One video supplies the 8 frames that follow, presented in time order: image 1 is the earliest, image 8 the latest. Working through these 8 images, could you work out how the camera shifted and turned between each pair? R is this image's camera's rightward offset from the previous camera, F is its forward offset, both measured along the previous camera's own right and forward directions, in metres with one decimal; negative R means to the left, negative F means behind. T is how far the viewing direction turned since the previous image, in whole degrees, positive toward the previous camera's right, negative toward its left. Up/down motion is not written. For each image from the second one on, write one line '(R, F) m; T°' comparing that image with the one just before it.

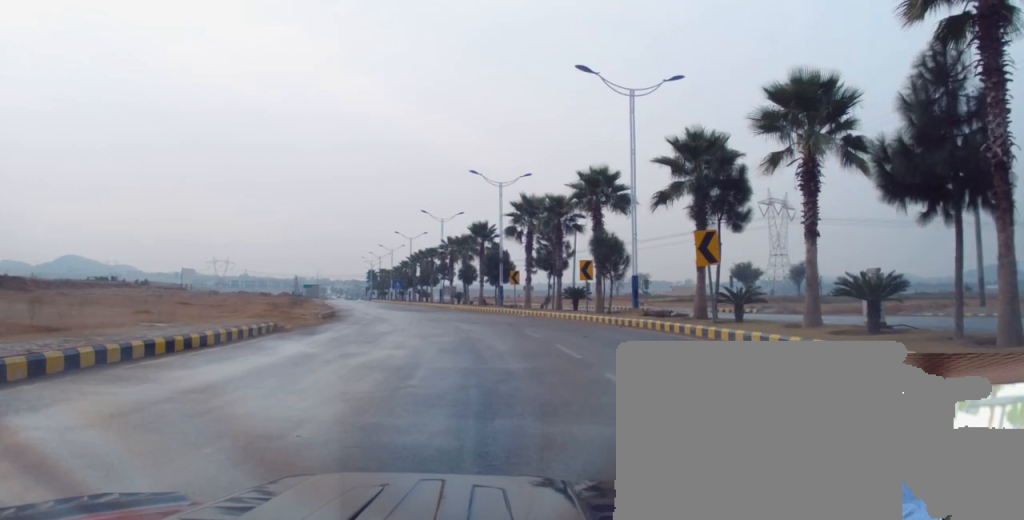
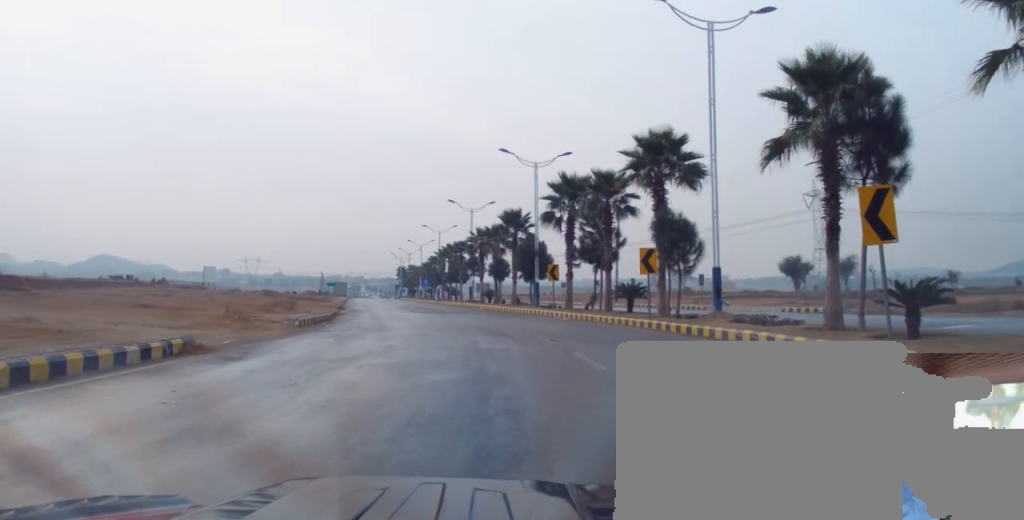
(0.0, +8.1) m; 0°
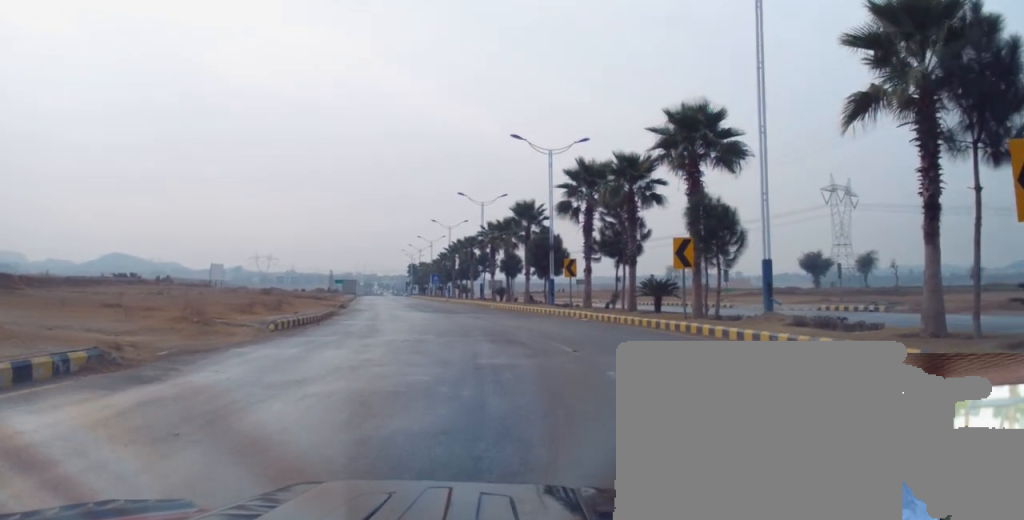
(0.0, +3.6) m; -2°
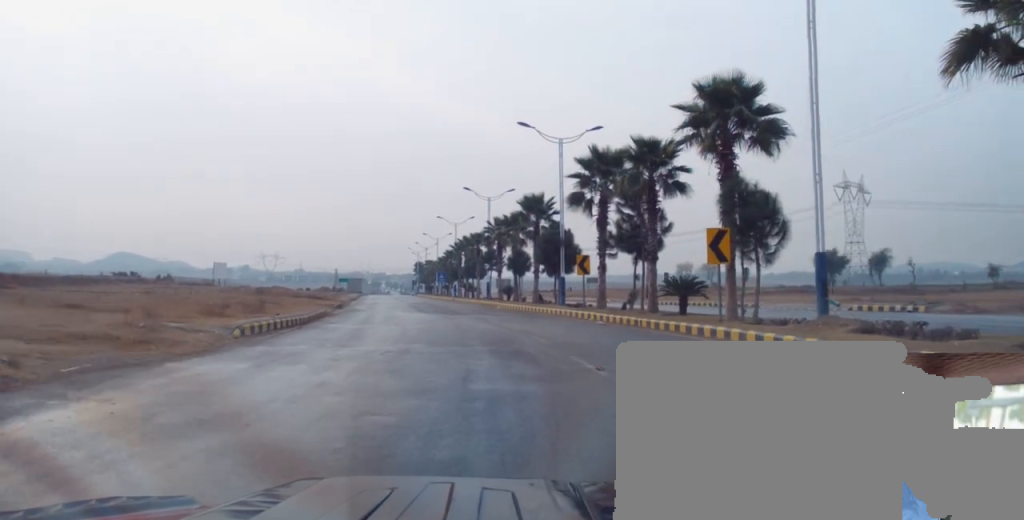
(+0.1, +3.3) m; -1°
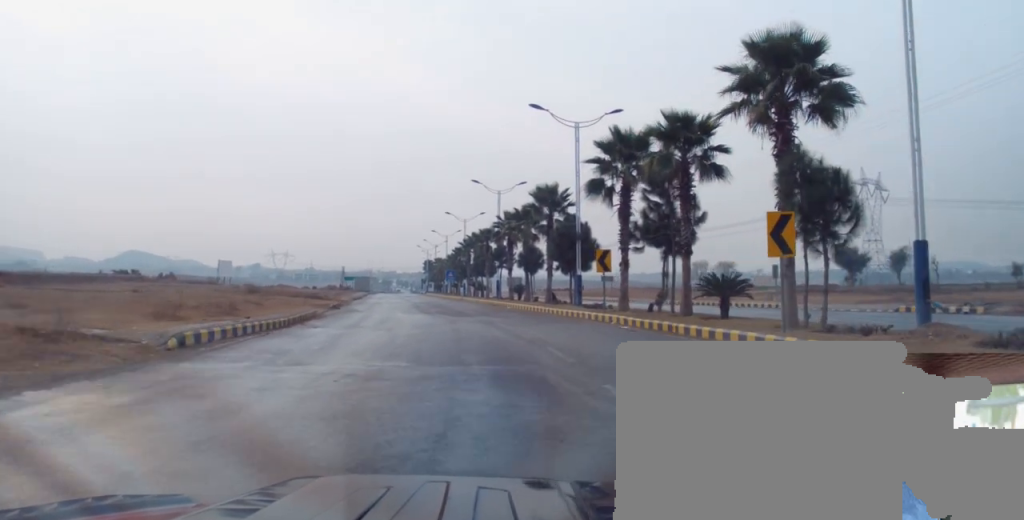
(-0.2, +4.0) m; -3°
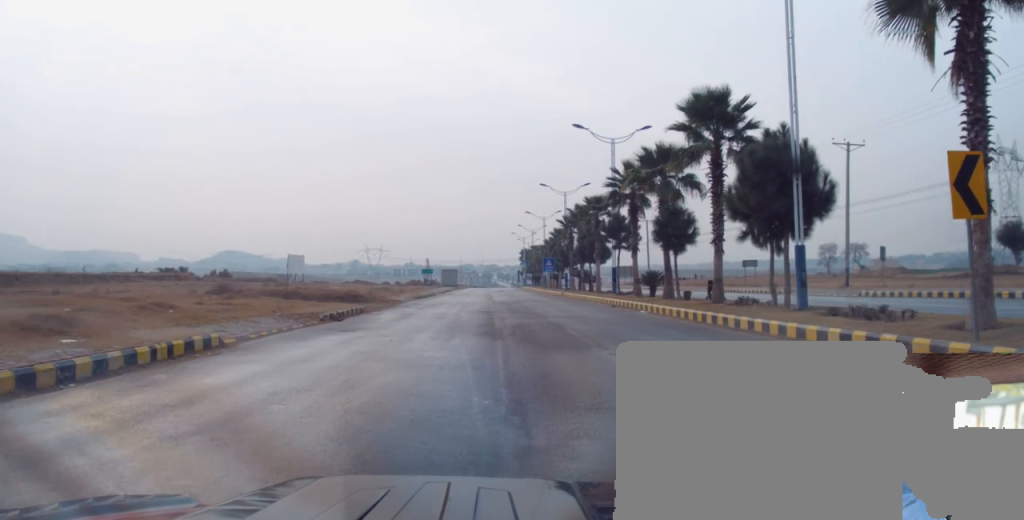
(-0.9, +20.3) m; -4°
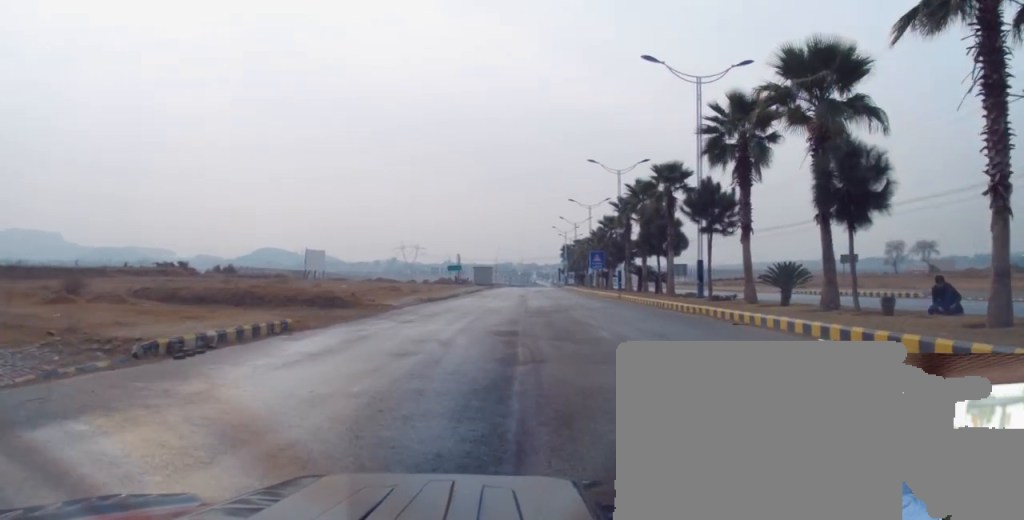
(-0.7, +14.1) m; -3°
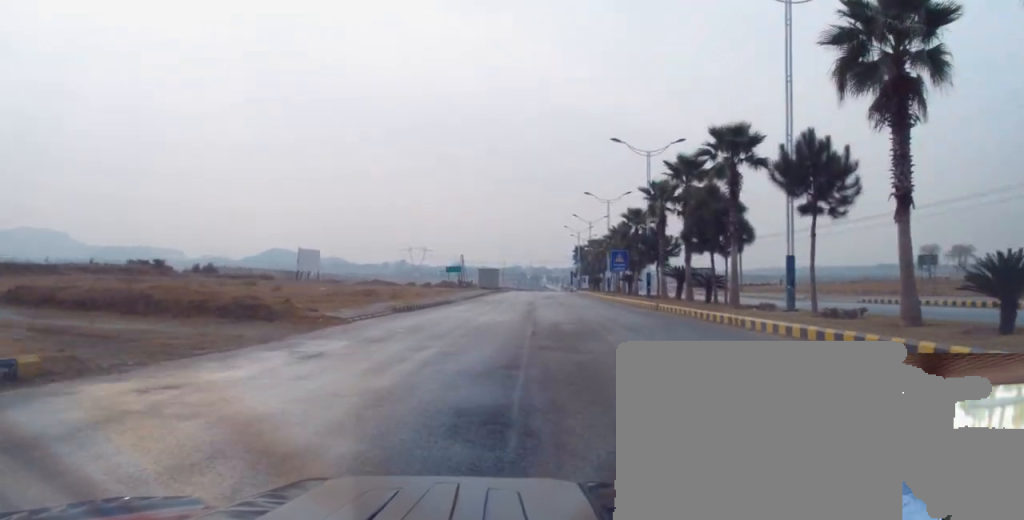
(+0.1, +10.5) m; -2°
